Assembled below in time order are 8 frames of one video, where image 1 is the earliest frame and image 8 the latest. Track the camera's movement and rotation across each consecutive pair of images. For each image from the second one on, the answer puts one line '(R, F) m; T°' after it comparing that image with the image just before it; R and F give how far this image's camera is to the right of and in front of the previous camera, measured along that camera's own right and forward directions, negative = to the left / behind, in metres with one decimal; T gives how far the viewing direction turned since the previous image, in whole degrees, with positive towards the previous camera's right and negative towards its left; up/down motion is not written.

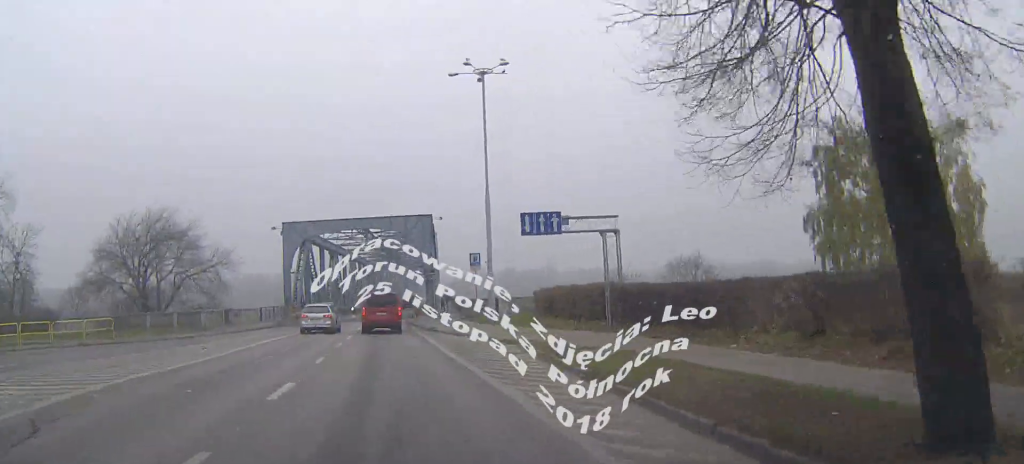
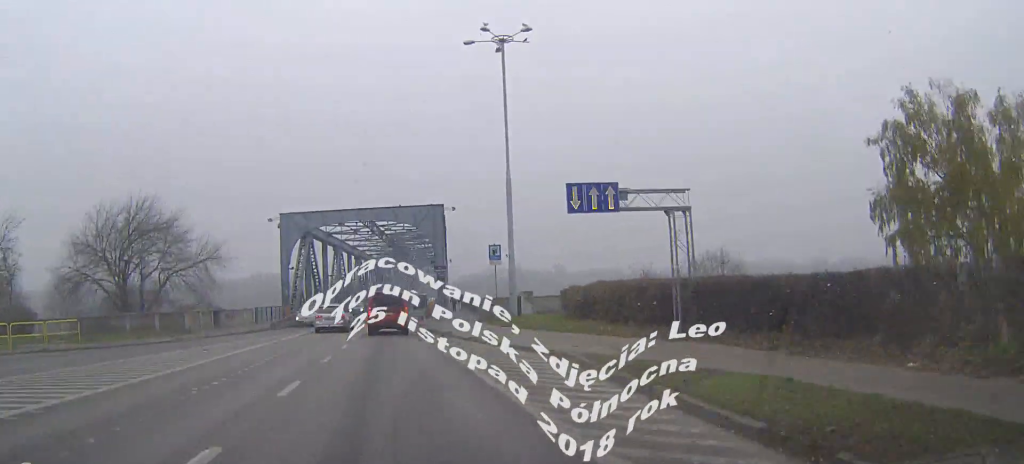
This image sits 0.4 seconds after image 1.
(0.0, +5.3) m; -1°
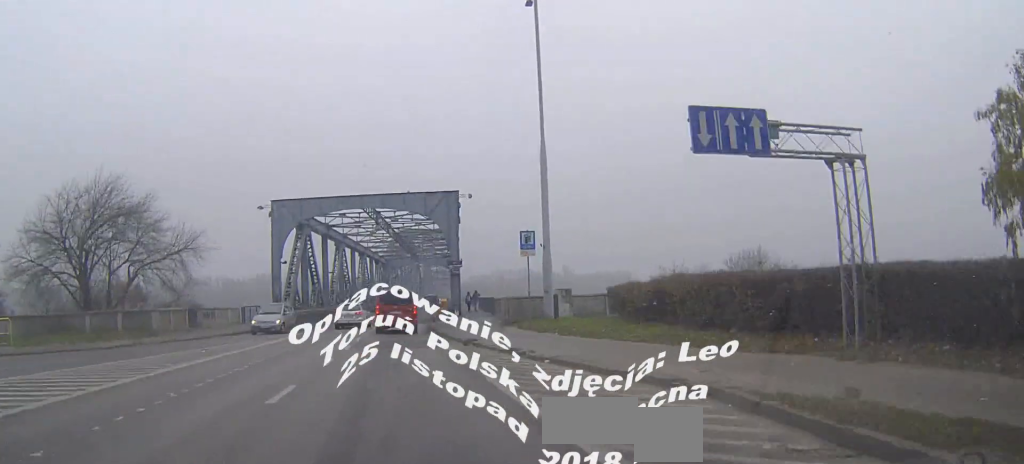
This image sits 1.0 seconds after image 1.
(0.0, +7.3) m; -1°
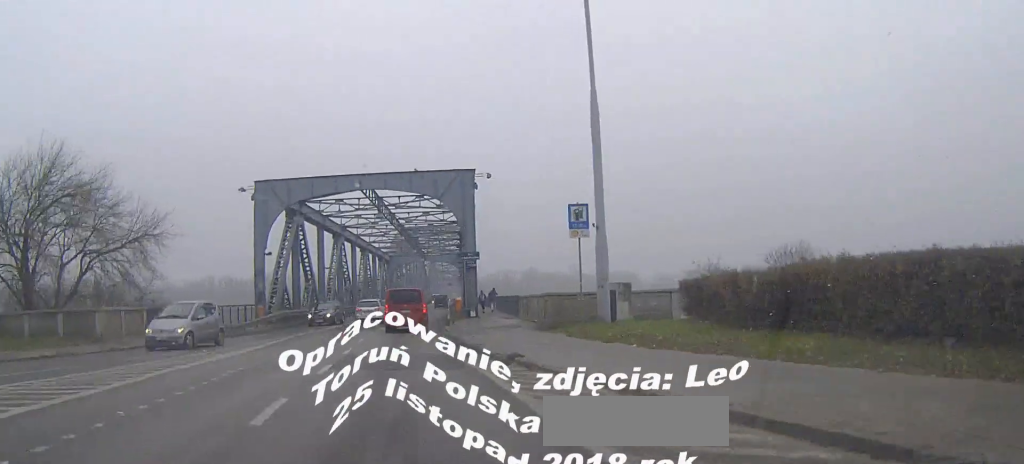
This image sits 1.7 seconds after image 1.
(-0.1, +7.8) m; 0°
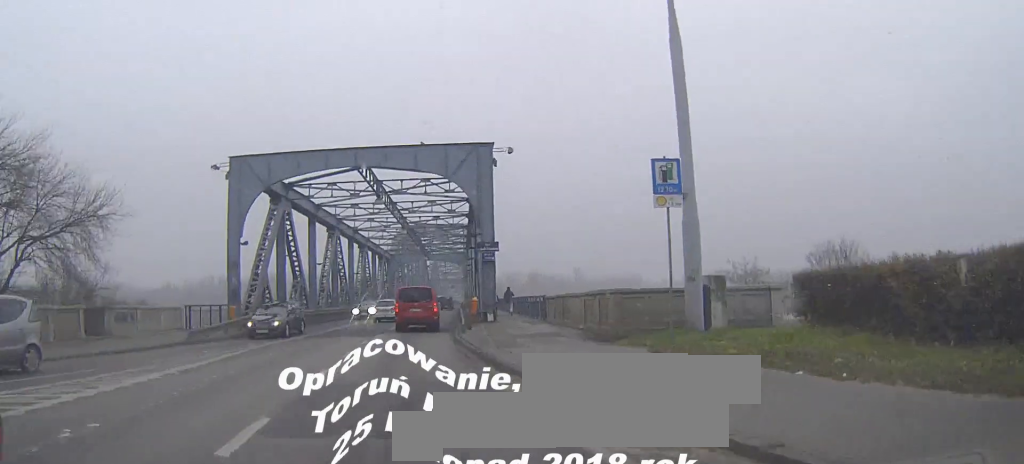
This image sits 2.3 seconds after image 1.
(-0.1, +7.3) m; 0°
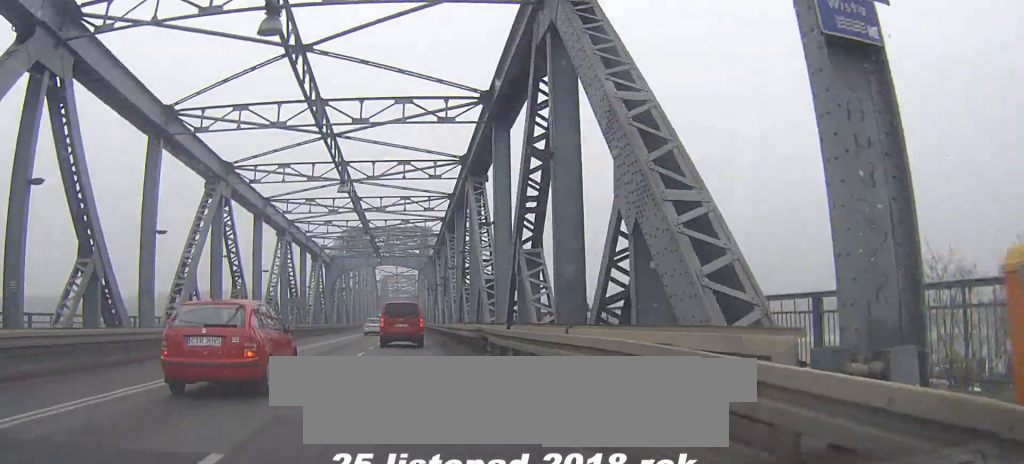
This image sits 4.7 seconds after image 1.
(+0.5, +29.2) m; +3°
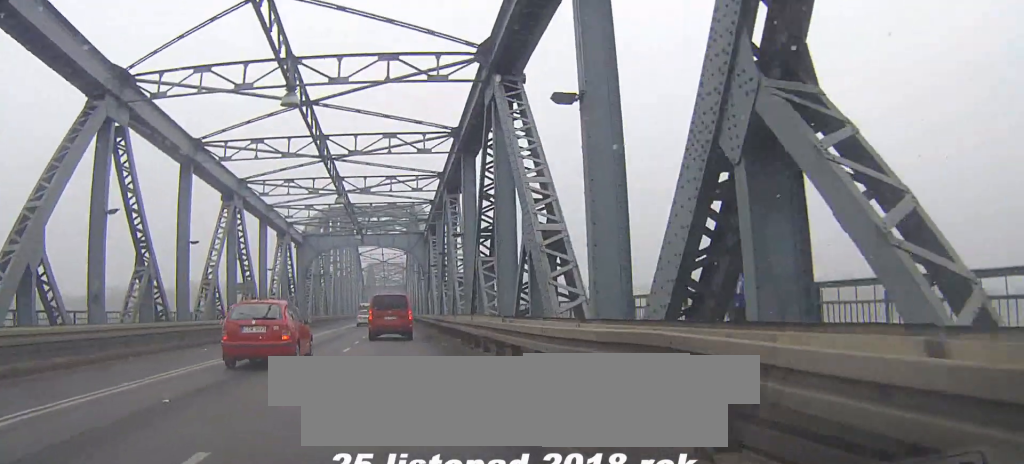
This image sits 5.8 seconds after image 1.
(+0.2, +13.1) m; +1°
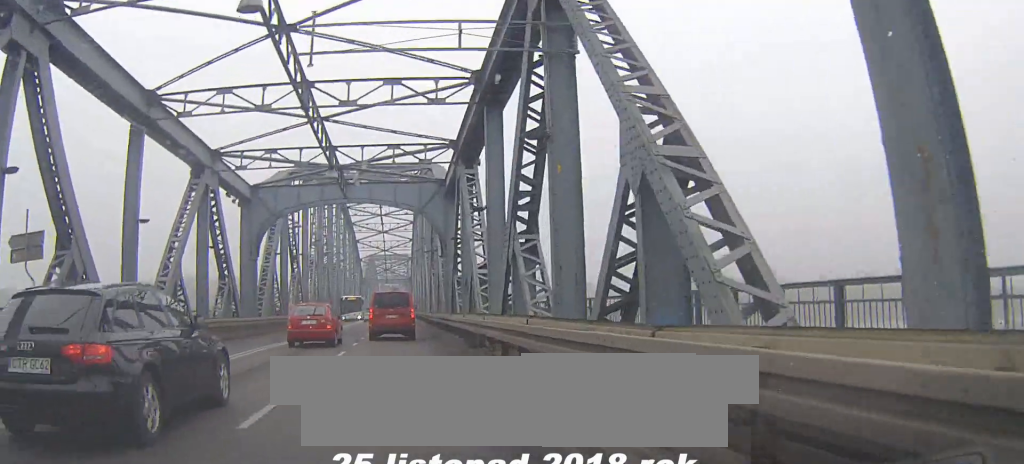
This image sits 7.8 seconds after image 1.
(+0.2, +25.6) m; +1°
